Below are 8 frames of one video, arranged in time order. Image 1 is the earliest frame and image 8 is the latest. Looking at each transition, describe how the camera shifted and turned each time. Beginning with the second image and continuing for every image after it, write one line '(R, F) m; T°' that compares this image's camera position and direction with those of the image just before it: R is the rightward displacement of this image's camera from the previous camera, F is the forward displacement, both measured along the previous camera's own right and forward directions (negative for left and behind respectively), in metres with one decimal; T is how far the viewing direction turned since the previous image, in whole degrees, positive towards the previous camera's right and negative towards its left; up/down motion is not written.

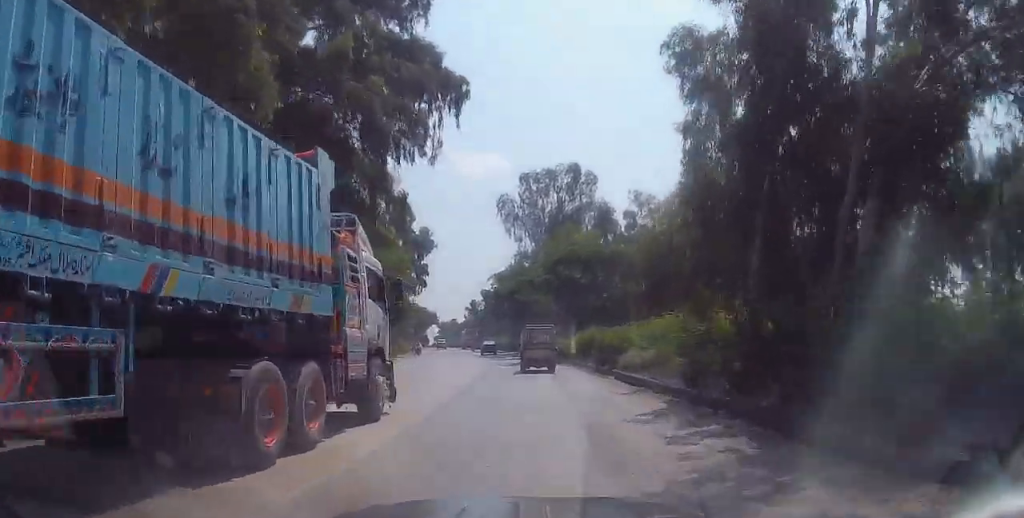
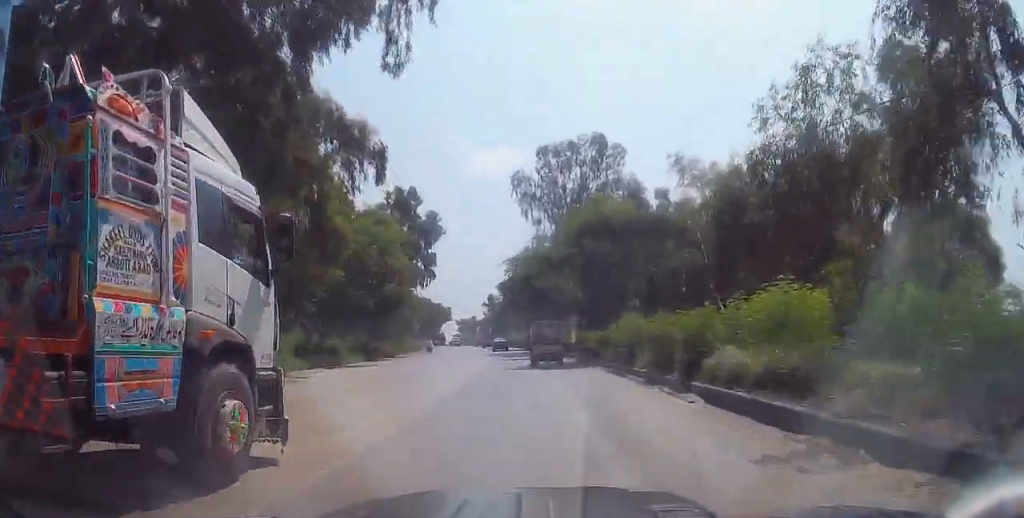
(-0.1, +9.1) m; -1°
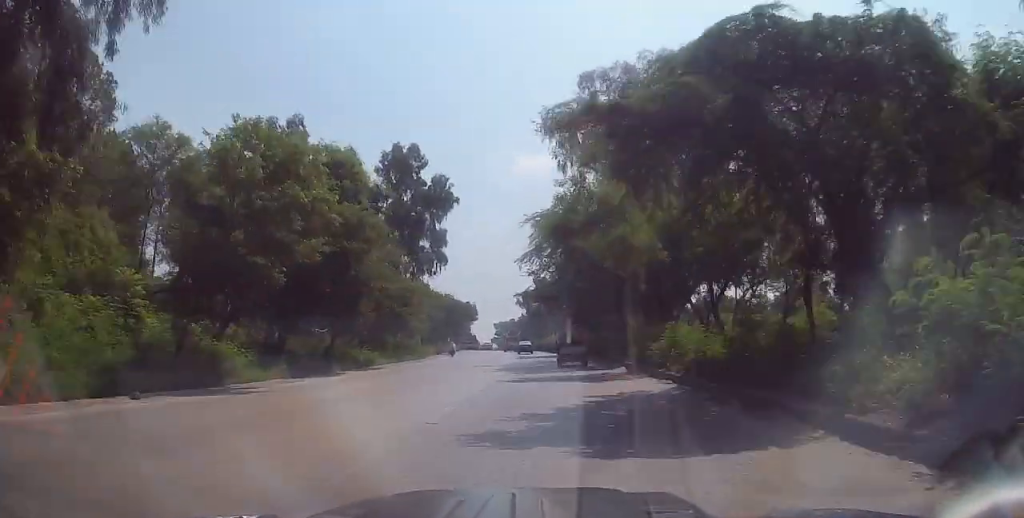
(-0.1, +18.7) m; -3°
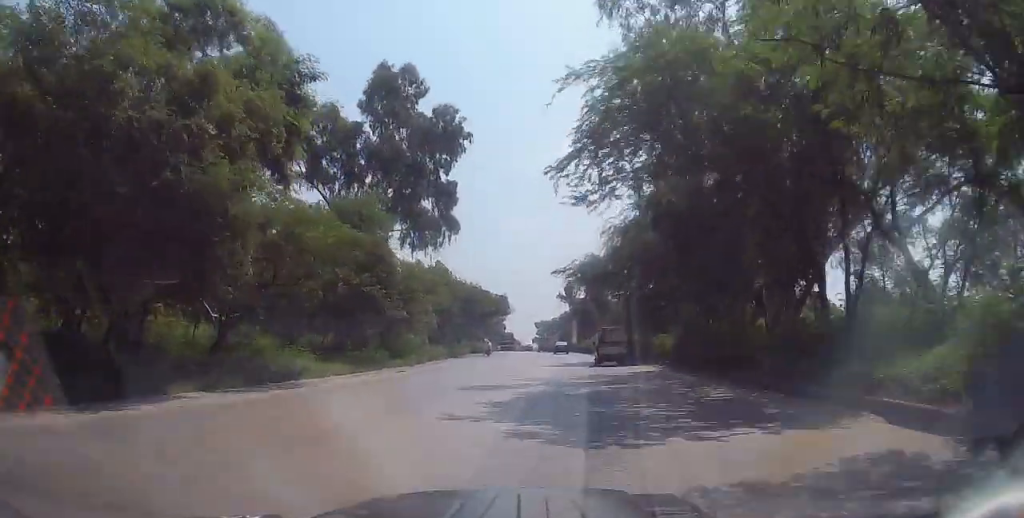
(-0.9, +18.0) m; -5°
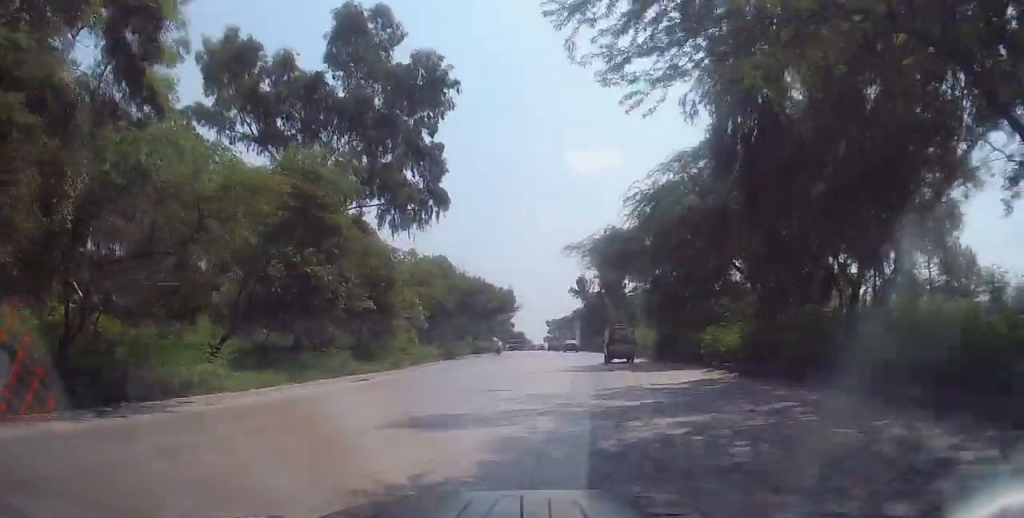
(-0.1, +8.3) m; -1°
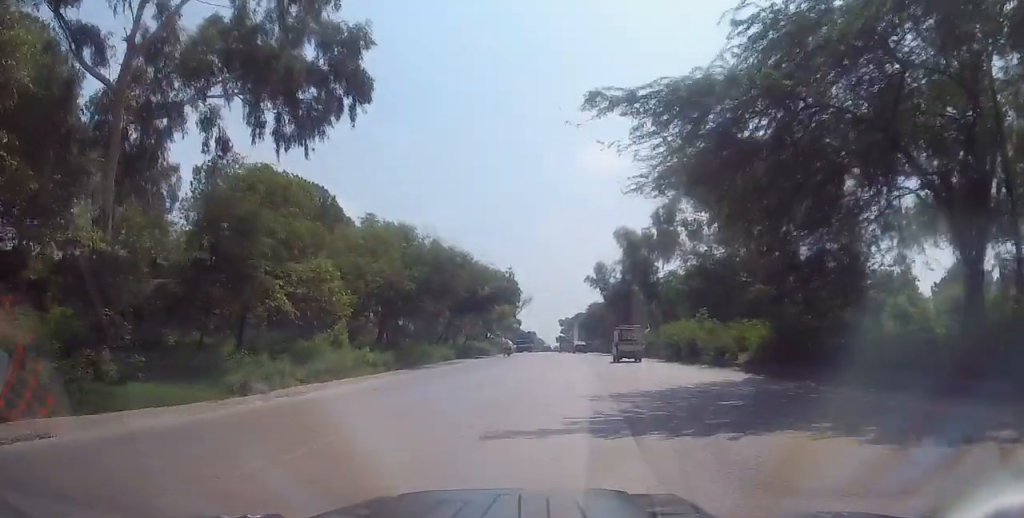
(0.0, +17.6) m; 0°
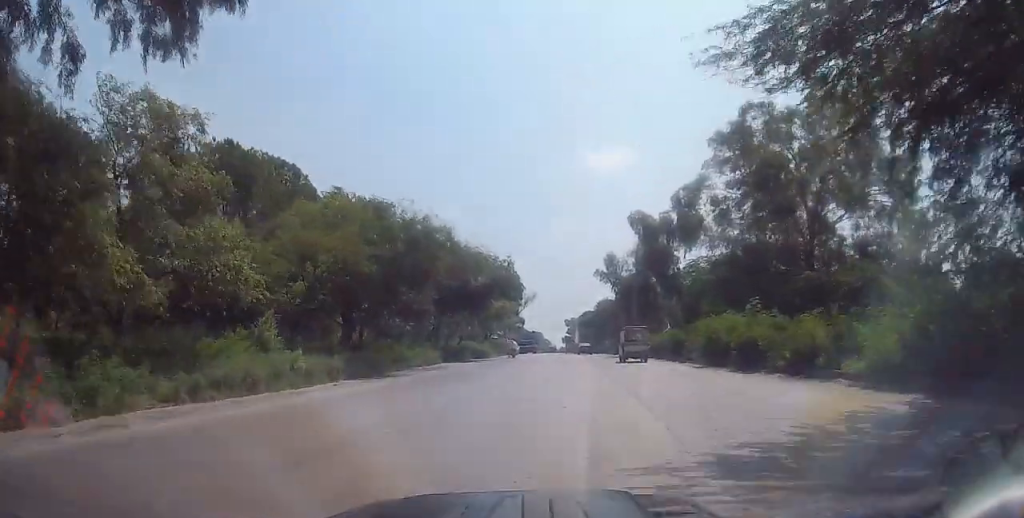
(0.0, +8.0) m; -1°
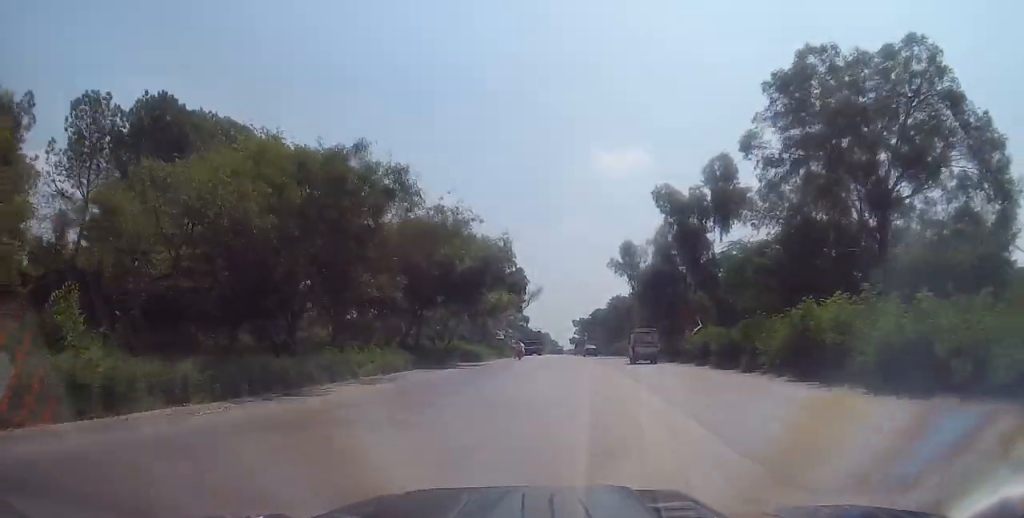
(-0.3, +9.9) m; -2°
